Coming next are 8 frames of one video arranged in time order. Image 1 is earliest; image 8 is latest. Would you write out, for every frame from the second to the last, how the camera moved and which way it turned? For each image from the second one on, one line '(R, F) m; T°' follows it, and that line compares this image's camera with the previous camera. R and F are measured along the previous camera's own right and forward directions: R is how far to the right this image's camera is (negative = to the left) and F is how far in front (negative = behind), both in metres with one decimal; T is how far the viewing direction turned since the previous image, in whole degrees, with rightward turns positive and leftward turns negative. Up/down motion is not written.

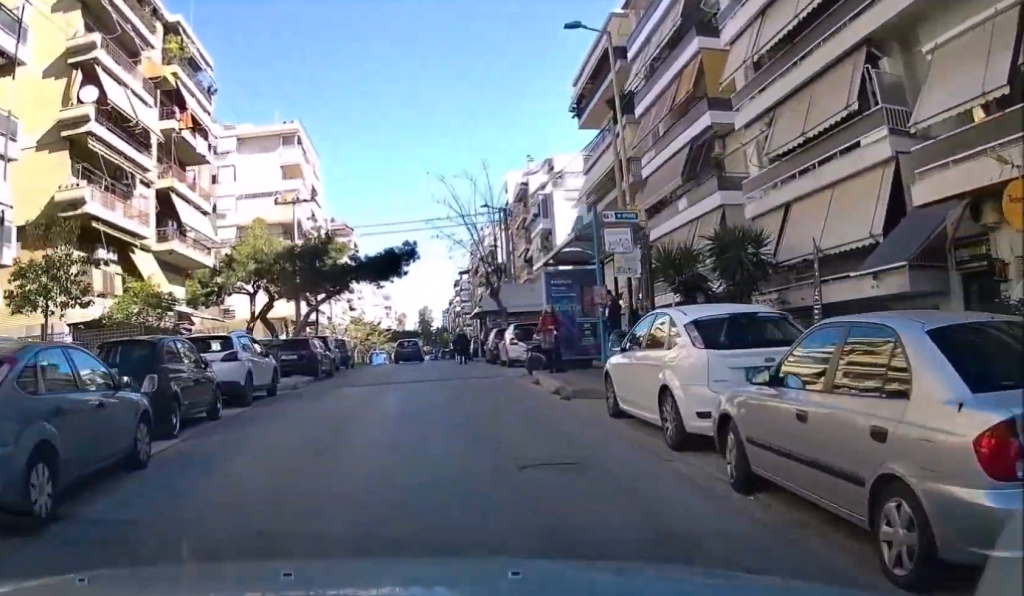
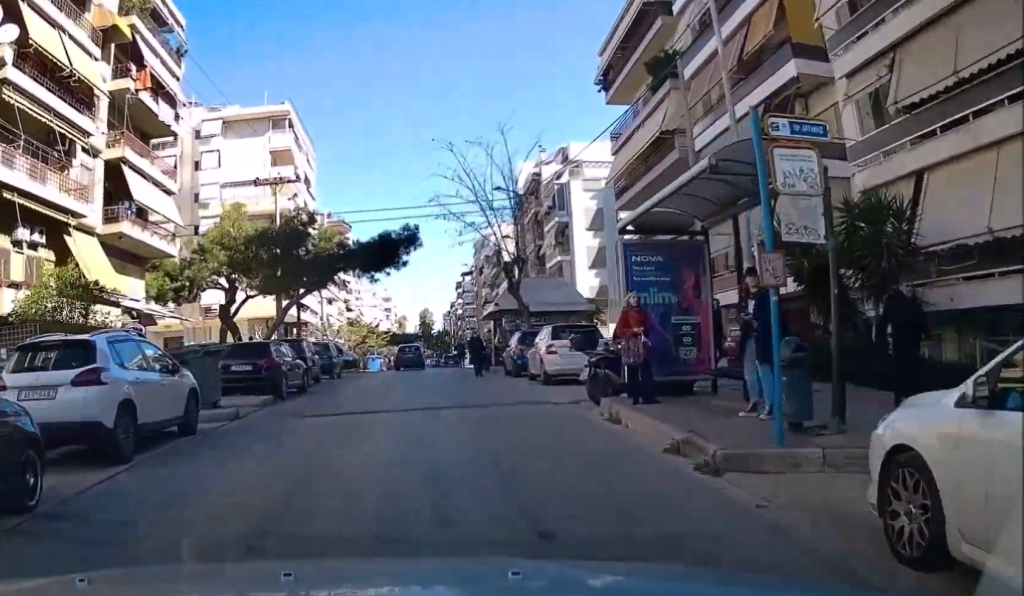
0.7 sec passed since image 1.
(0.0, +6.7) m; 0°
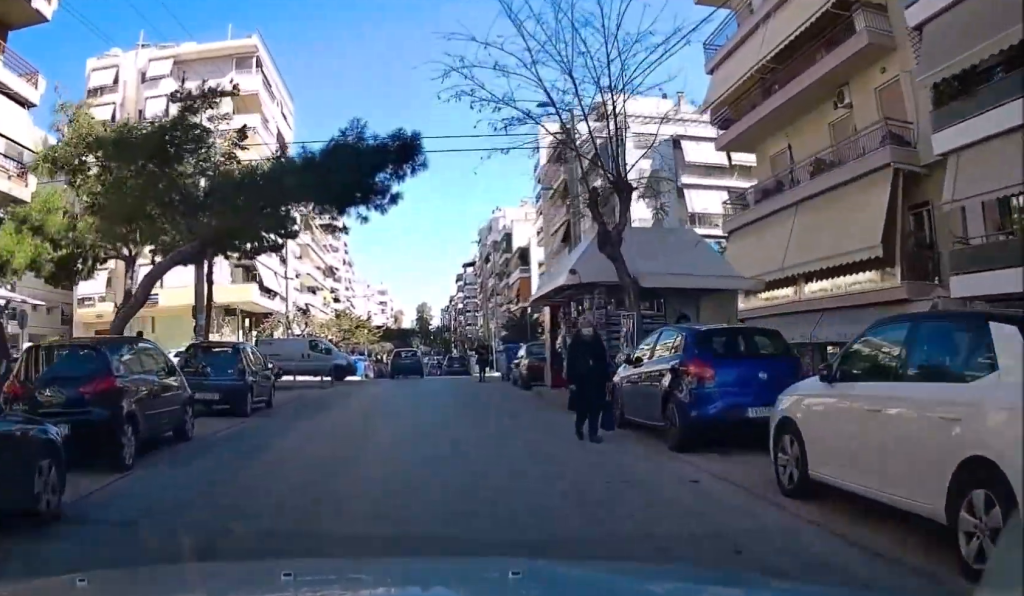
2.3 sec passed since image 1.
(+0.2, +15.2) m; +1°
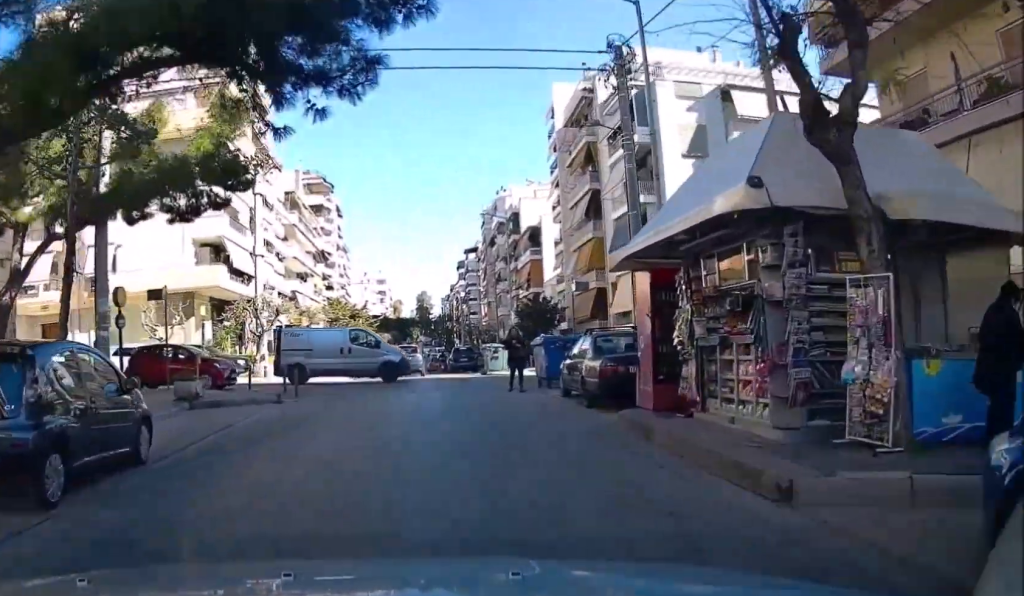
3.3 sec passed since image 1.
(-0.1, +8.5) m; +1°
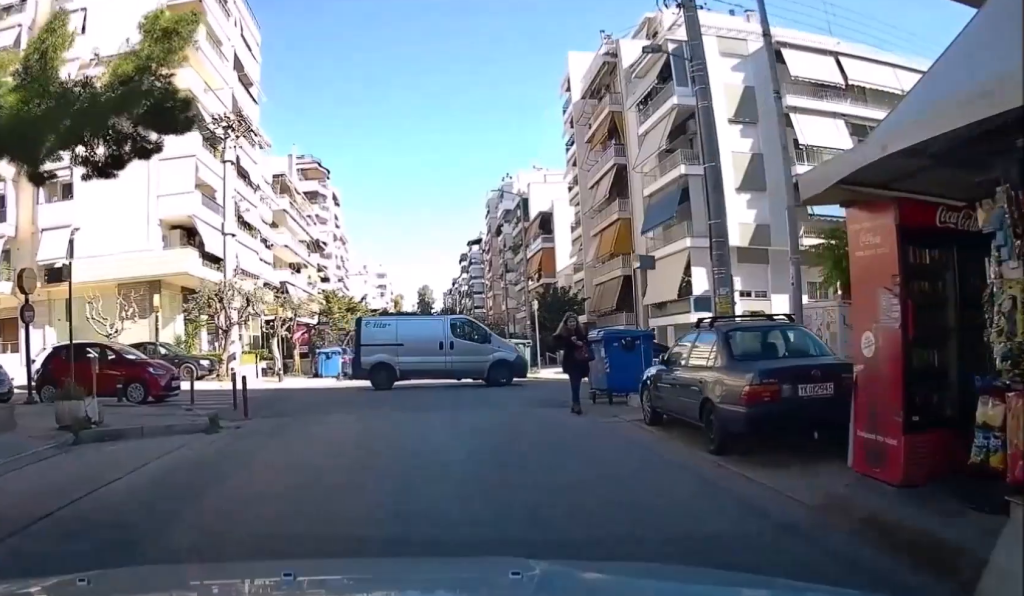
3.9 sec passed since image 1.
(+0.1, +6.0) m; +1°
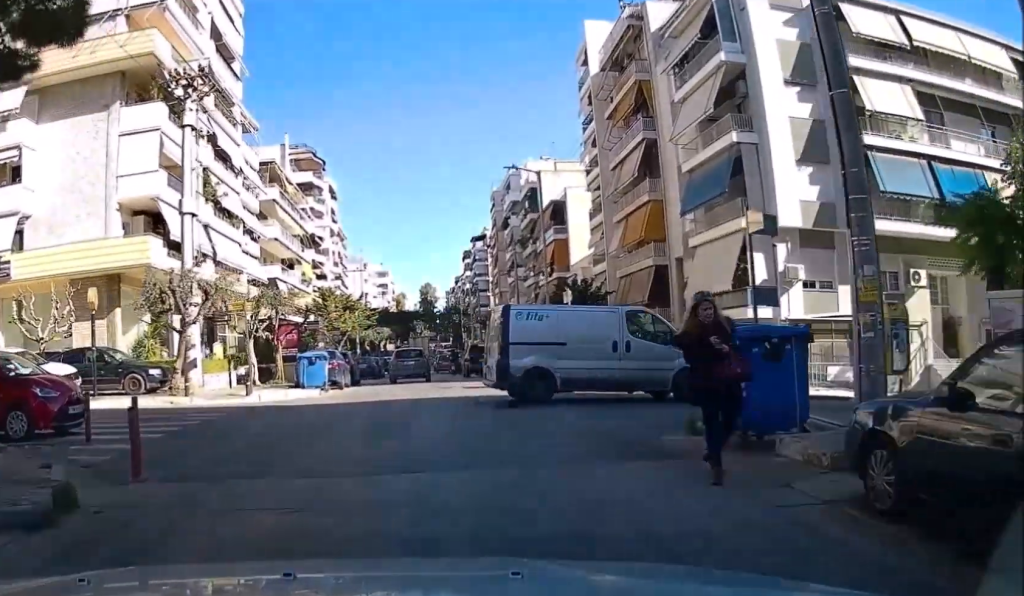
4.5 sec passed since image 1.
(+0.1, +5.4) m; +1°
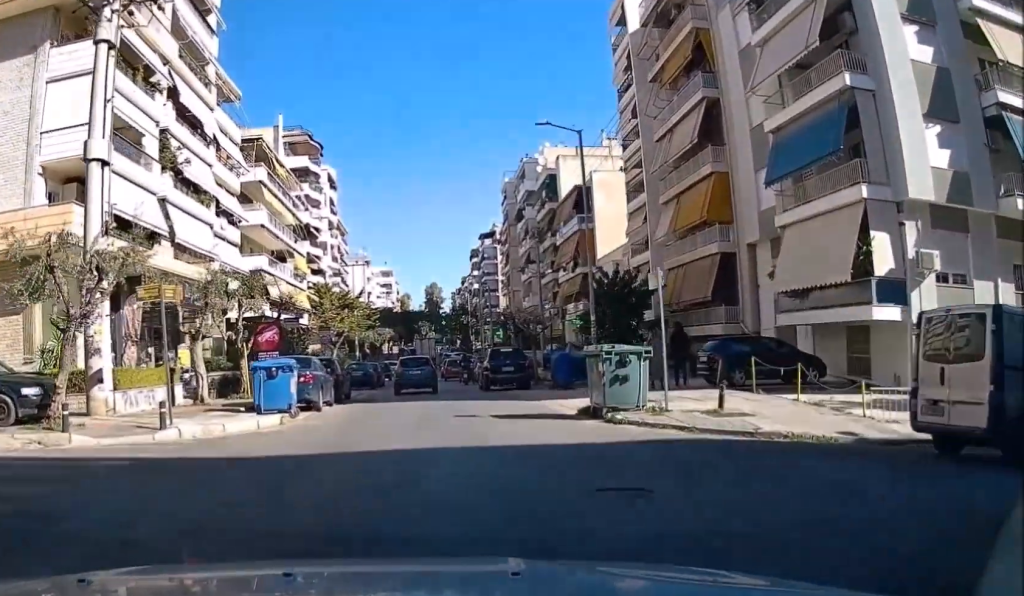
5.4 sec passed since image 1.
(-0.1, +7.8) m; -1°
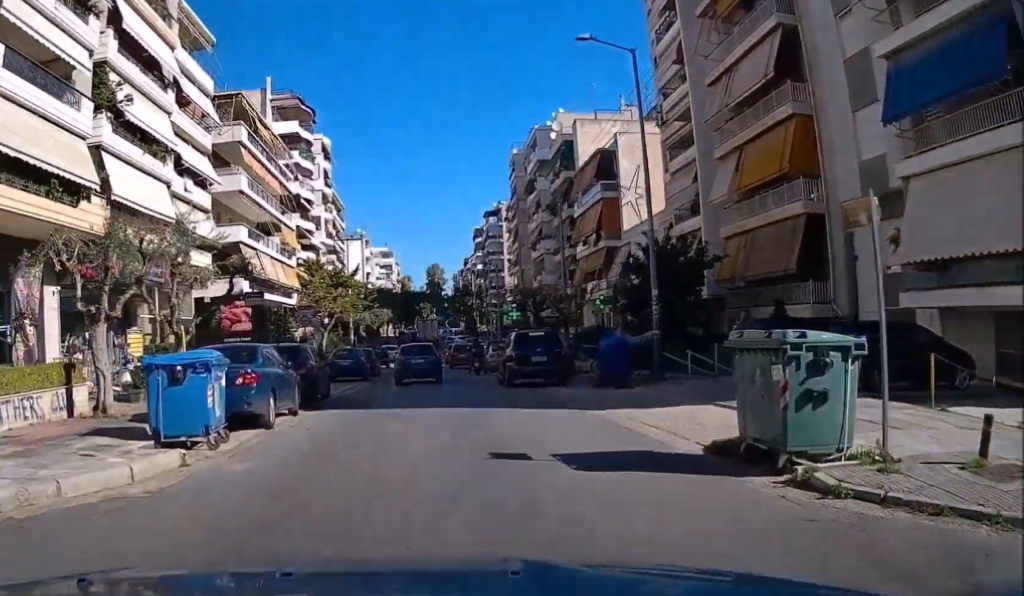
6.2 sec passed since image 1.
(-0.1, +7.4) m; -1°
